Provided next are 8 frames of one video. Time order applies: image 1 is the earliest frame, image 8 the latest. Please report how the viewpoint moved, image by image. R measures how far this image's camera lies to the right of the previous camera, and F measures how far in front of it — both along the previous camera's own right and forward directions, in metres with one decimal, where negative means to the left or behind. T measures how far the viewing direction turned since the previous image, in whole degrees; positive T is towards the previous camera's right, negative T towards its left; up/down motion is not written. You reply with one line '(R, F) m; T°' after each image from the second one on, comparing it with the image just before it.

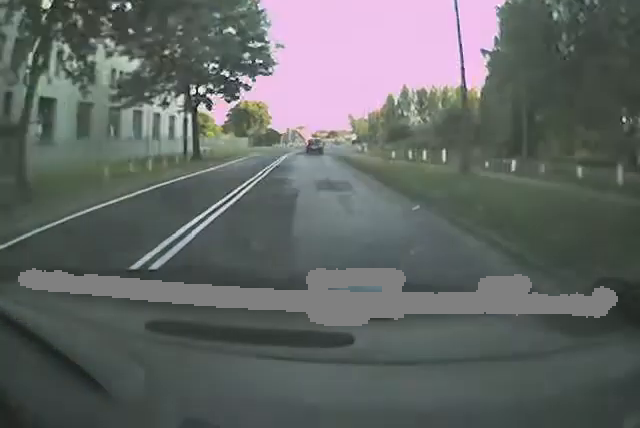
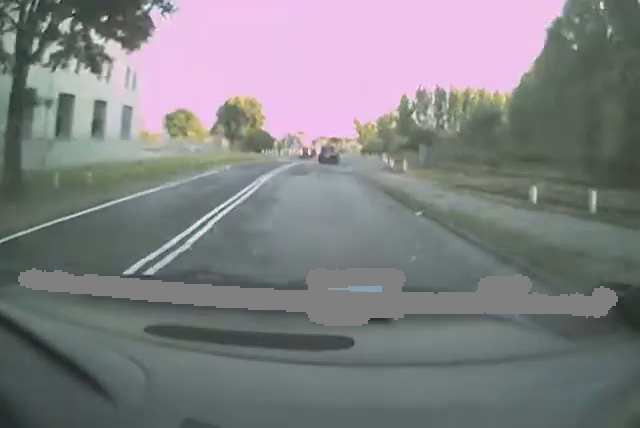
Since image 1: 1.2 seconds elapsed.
(0.0, +19.2) m; 0°
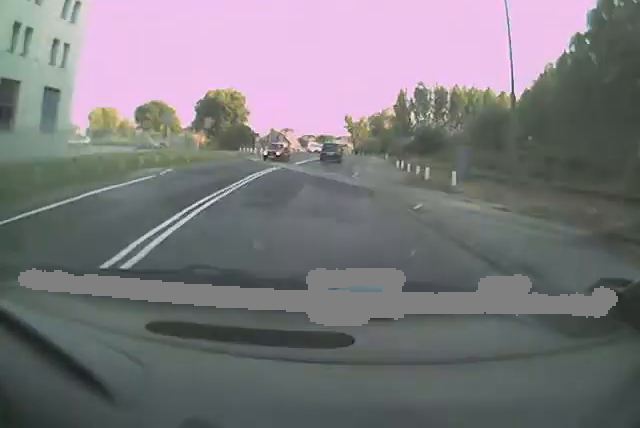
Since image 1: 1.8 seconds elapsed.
(0.0, +10.5) m; +1°
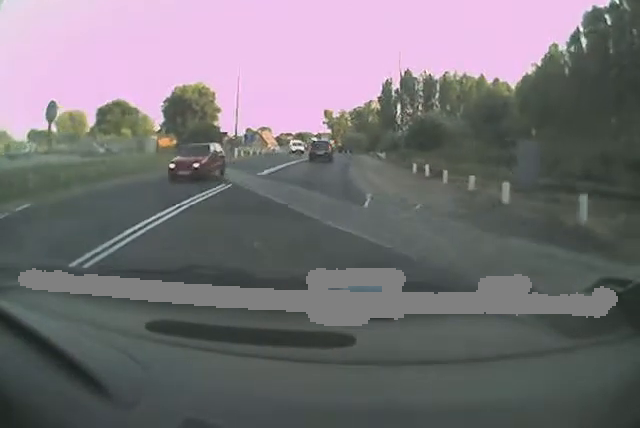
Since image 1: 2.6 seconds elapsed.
(+0.1, +13.7) m; +1°
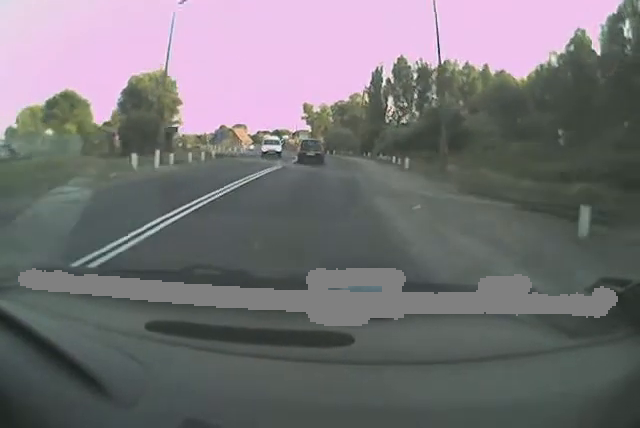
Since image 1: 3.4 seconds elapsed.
(+0.1, +12.3) m; +2°
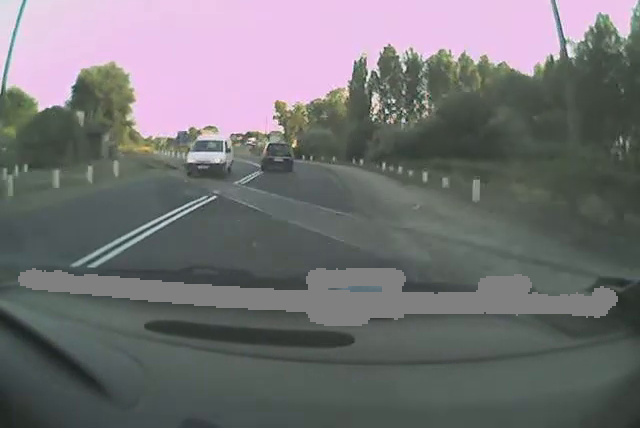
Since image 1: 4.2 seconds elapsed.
(+0.2, +11.9) m; +2°
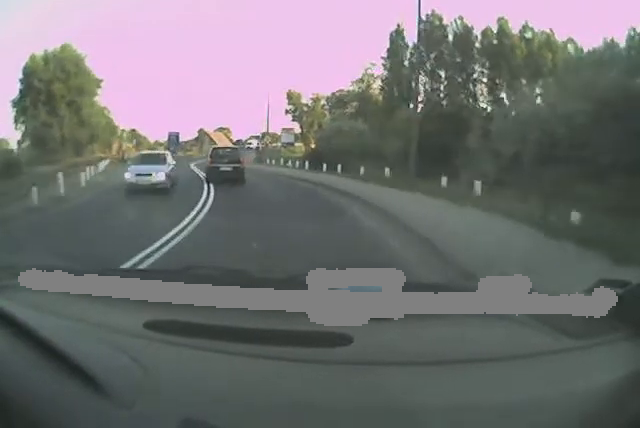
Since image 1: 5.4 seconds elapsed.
(+0.8, +19.3) m; +5°
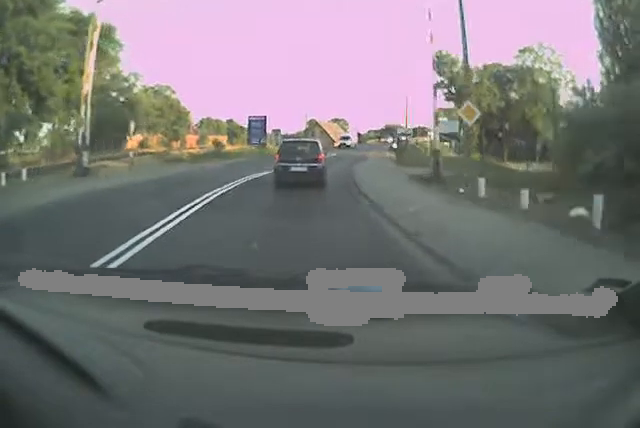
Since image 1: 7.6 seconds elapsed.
(-1.1, +31.7) m; -12°
